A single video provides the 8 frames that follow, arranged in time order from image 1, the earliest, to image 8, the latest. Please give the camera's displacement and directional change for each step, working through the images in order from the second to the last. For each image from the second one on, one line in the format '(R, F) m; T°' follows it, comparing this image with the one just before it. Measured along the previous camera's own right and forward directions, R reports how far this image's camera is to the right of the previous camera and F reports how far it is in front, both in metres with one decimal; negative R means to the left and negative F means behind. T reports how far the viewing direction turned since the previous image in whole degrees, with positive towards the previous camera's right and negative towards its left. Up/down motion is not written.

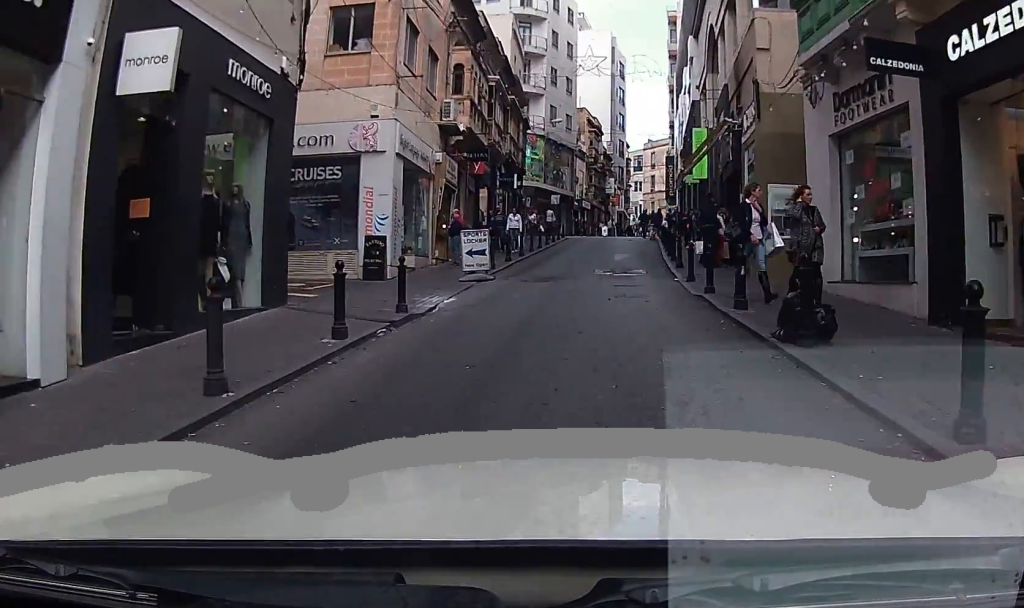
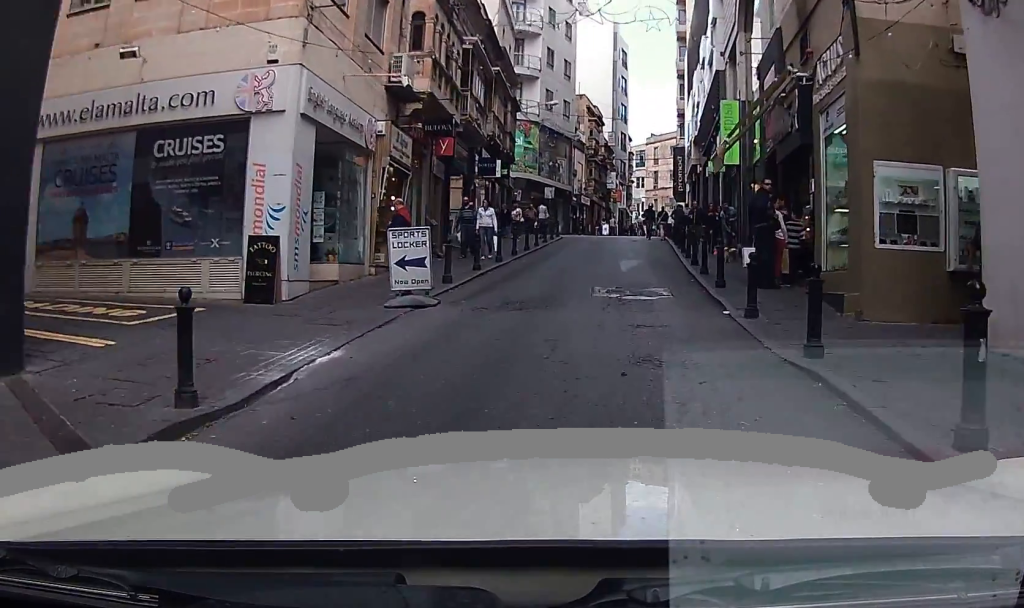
(+0.4, +6.0) m; +3°
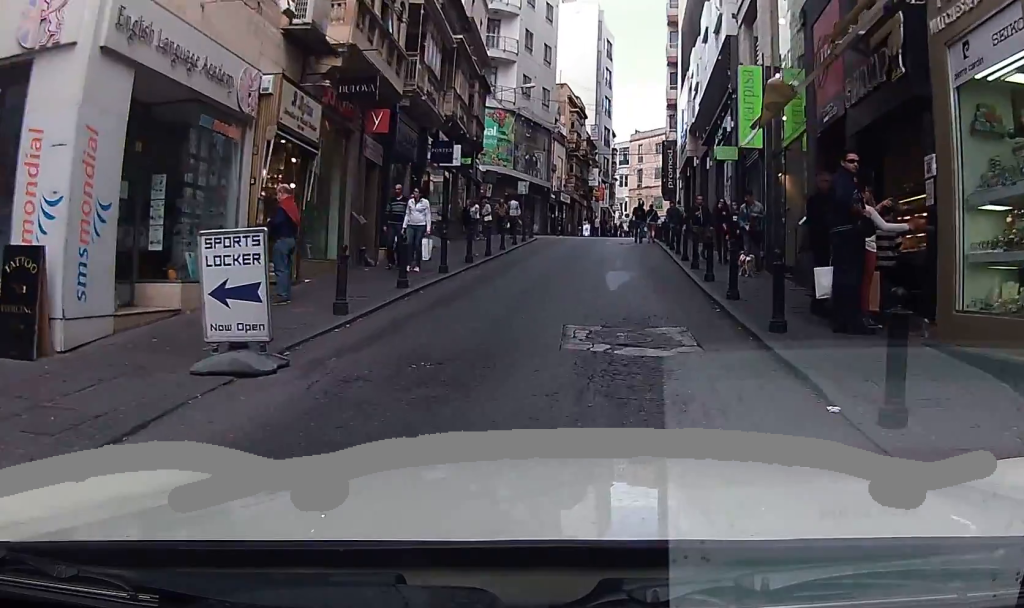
(0.0, +5.1) m; -1°
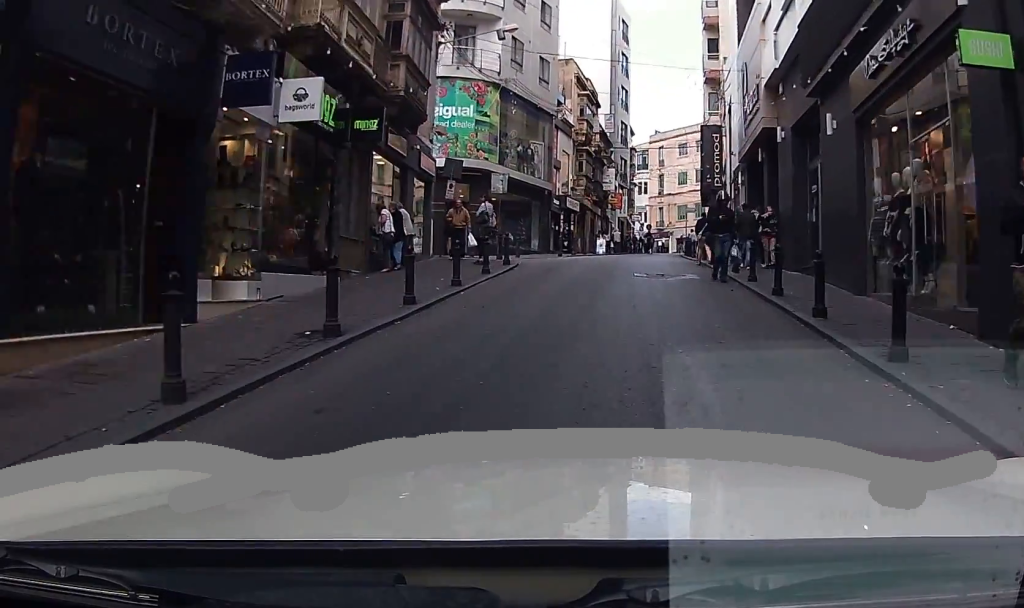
(-0.3, +13.2) m; -1°
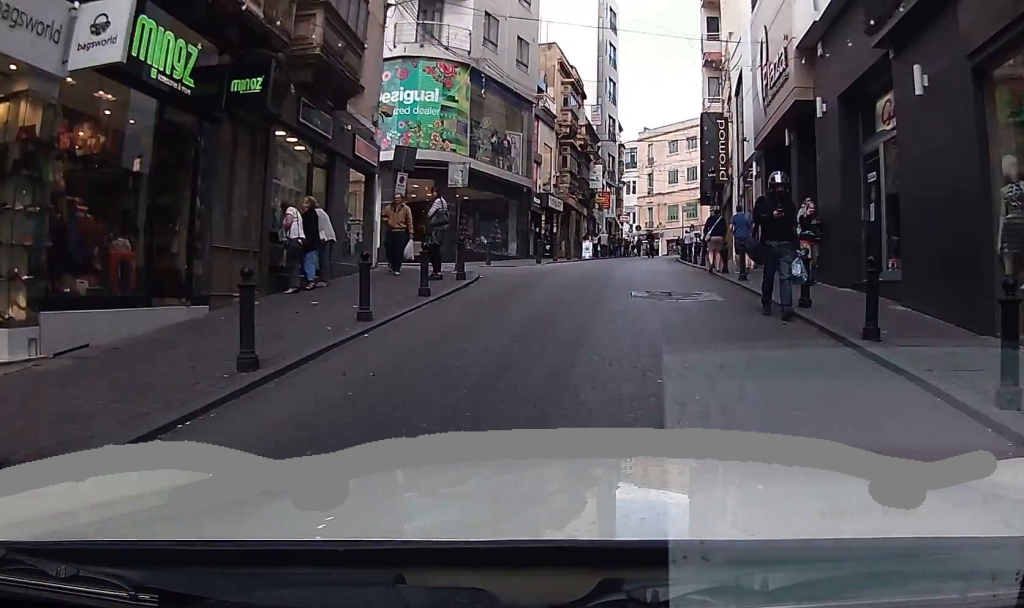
(0.0, +4.5) m; +1°
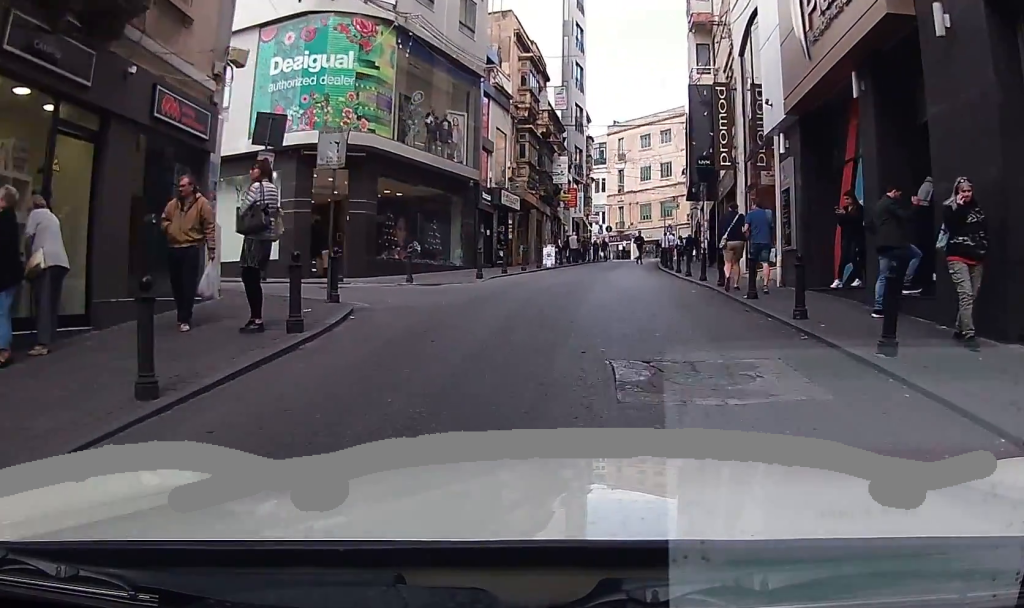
(+0.2, +6.6) m; +2°
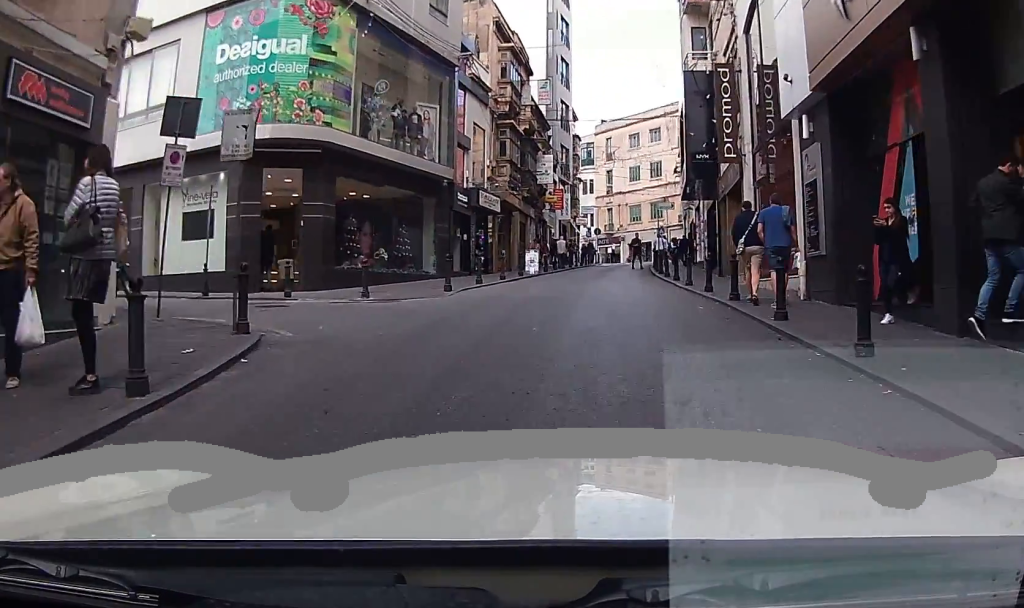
(+0.1, +2.6) m; 0°
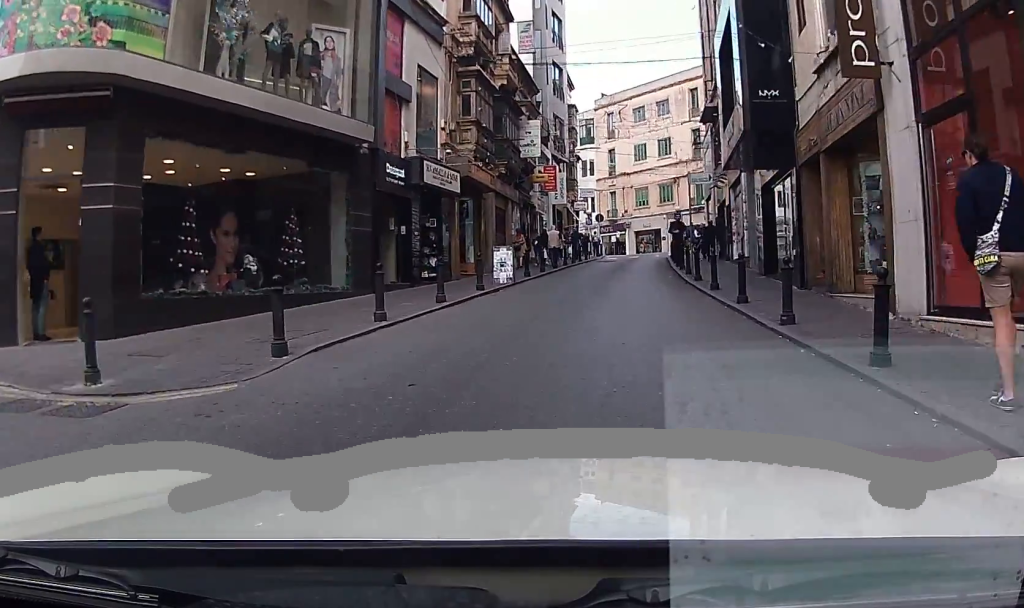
(-0.2, +8.9) m; +1°
